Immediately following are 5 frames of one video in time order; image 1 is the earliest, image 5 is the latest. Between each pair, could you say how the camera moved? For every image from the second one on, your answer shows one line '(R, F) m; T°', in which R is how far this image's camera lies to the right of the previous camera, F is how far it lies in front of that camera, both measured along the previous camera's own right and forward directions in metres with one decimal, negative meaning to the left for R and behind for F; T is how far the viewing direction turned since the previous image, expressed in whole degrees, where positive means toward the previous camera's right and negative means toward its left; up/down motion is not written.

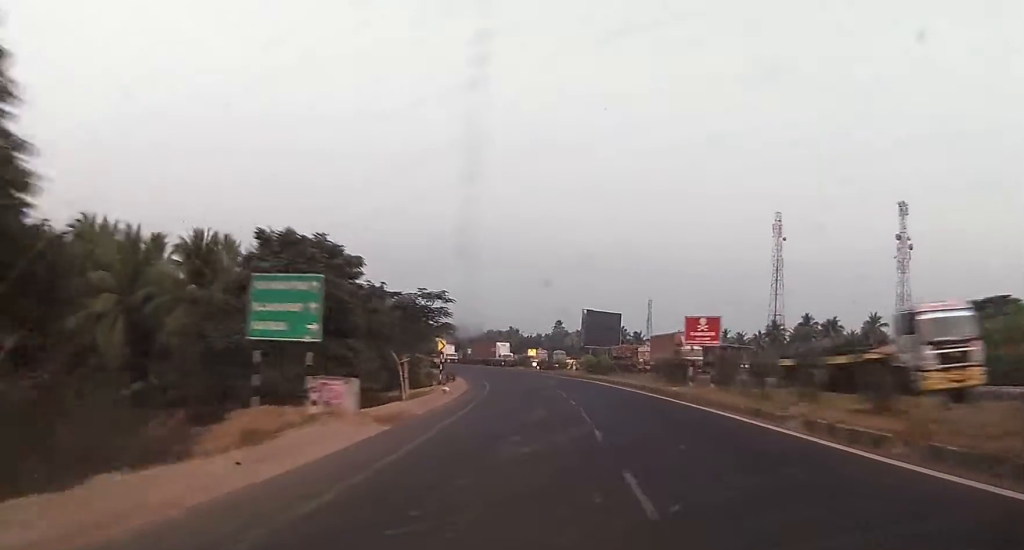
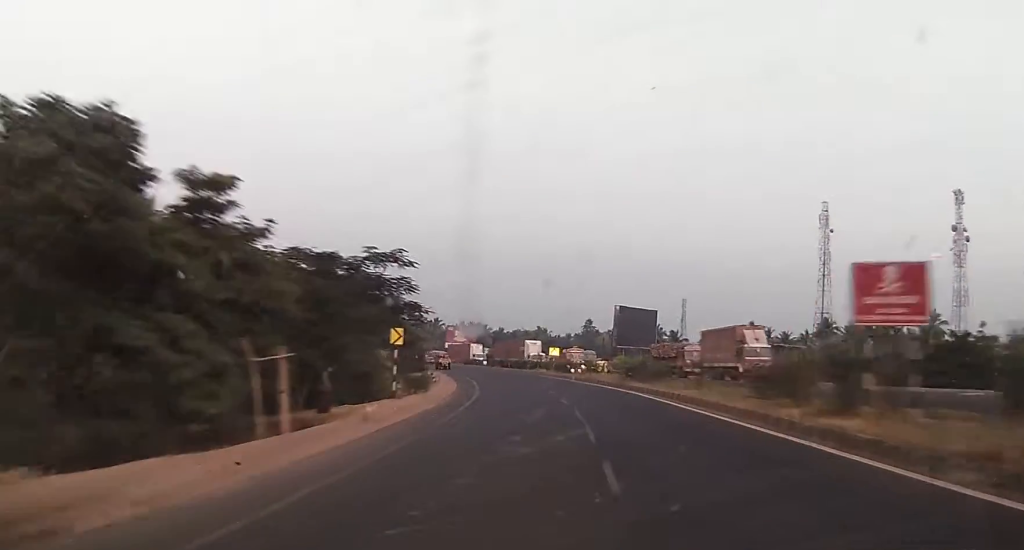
(-0.8, +17.4) m; -2°
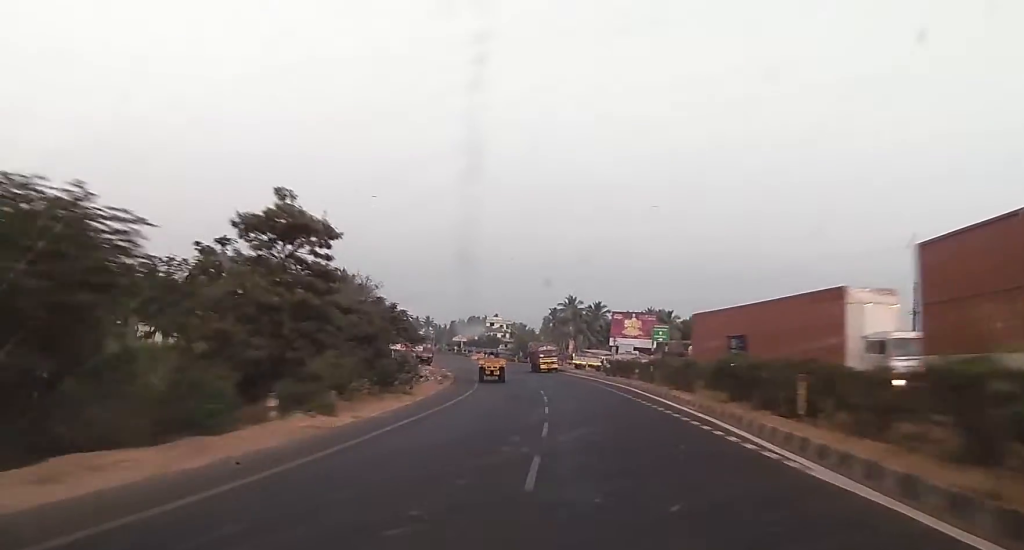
(-9.4, +86.6) m; -14°
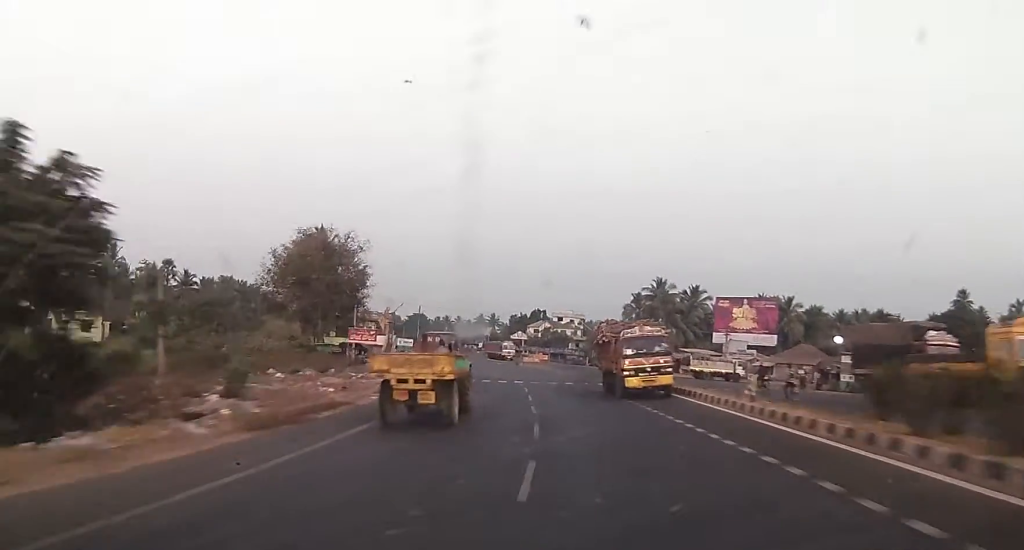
(-3.1, +45.6) m; -7°
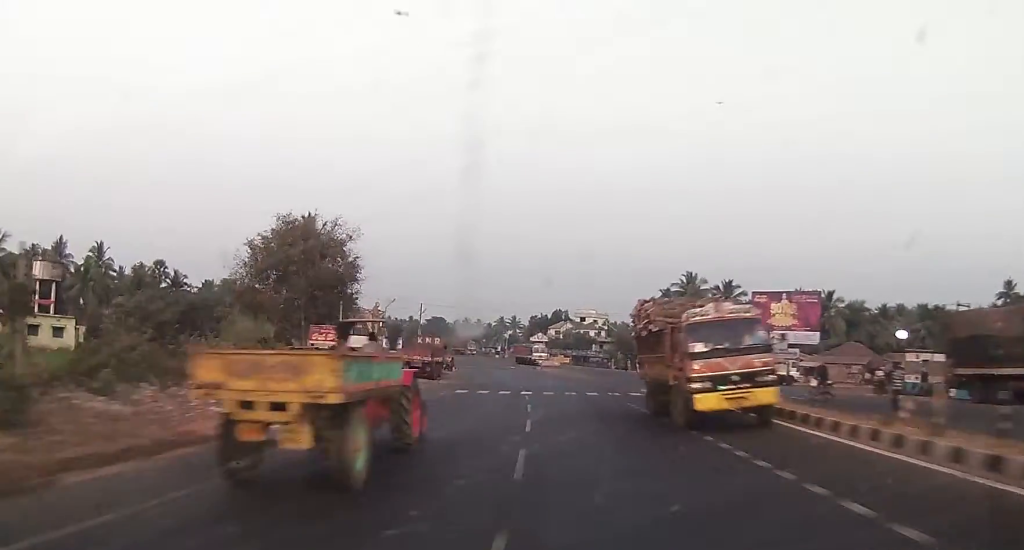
(0.0, +11.5) m; -2°
